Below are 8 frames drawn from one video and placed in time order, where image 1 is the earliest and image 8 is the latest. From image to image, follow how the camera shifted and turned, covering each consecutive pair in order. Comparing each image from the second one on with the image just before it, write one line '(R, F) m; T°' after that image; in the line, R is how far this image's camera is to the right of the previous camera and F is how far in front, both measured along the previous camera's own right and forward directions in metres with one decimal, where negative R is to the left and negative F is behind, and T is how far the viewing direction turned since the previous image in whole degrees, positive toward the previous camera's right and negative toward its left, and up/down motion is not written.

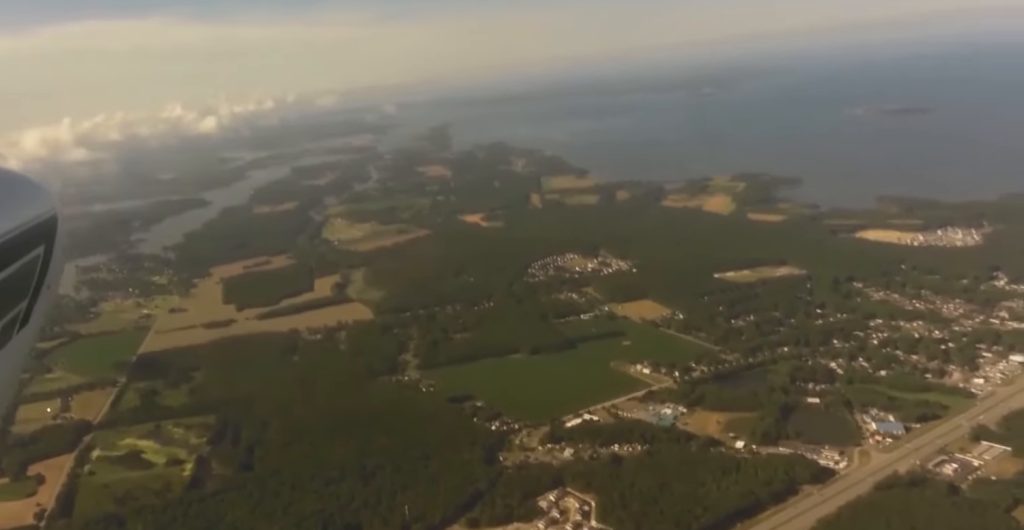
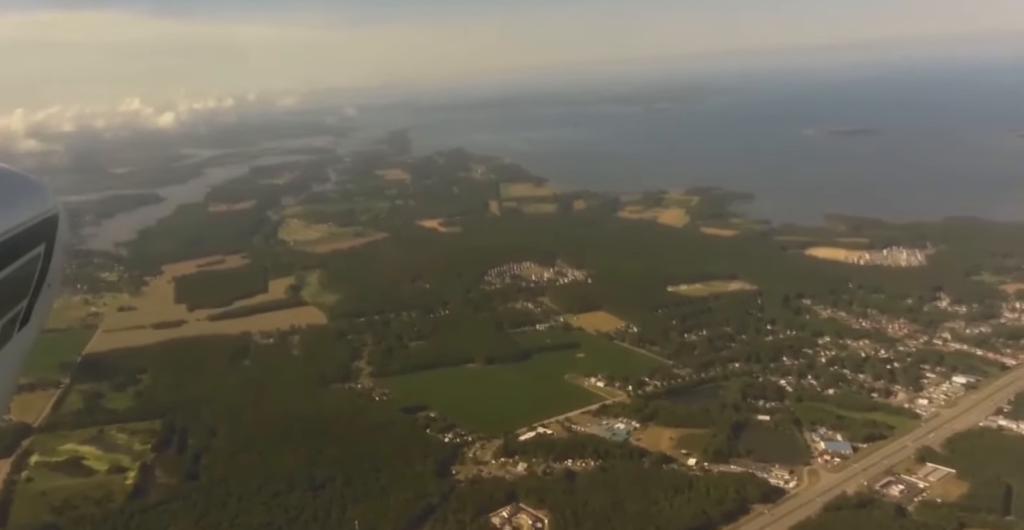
(+2.1, +43.5) m; +3°
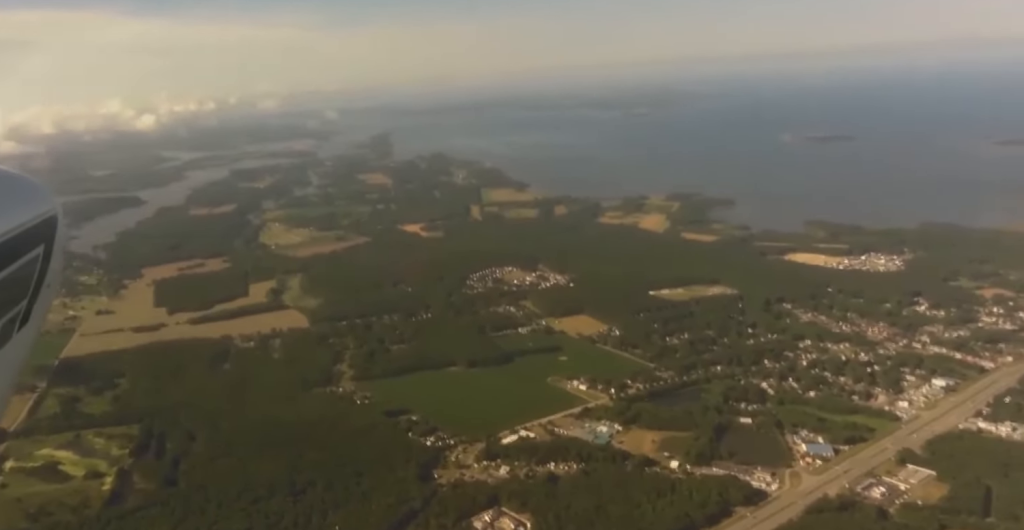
(+0.1, +20.2) m; +1°
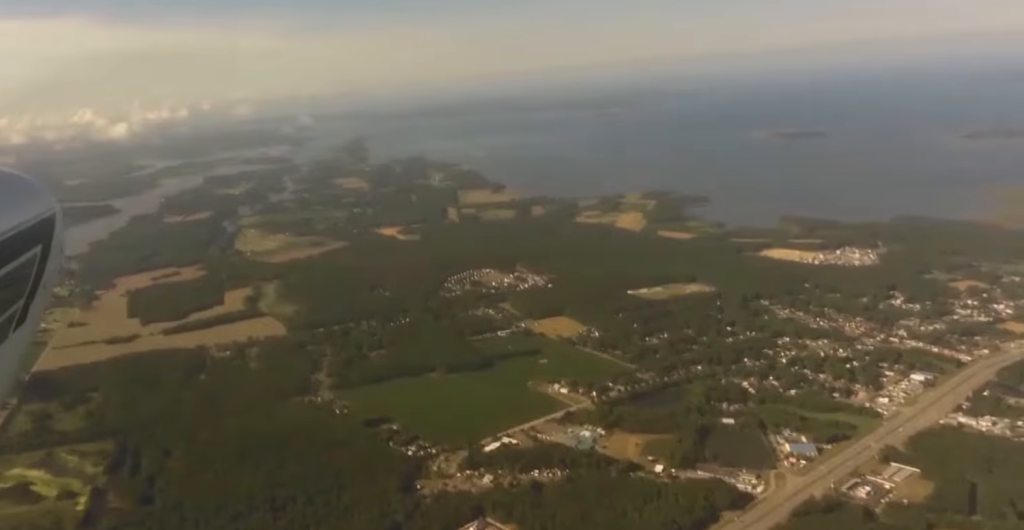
(0.0, +37.3) m; +1°
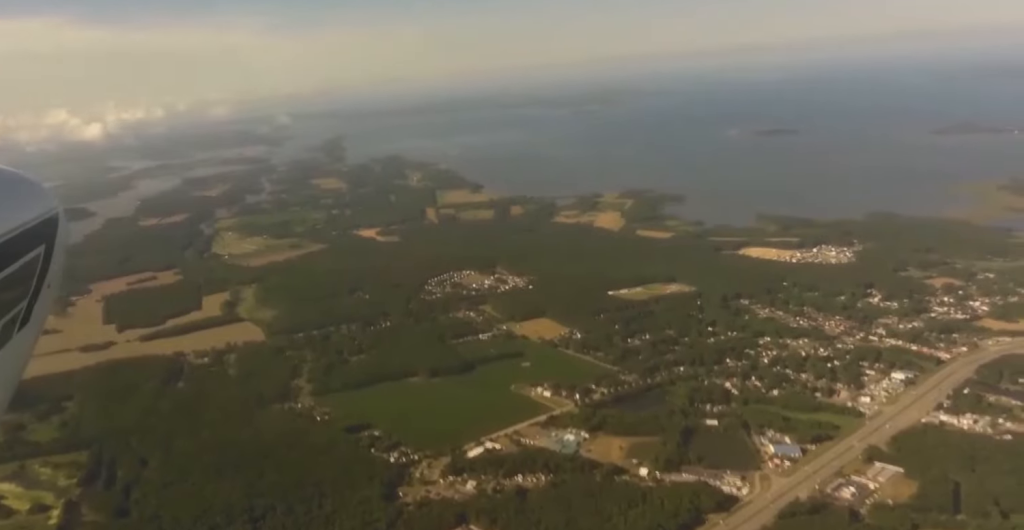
(+0.6, +34.0) m; +2°
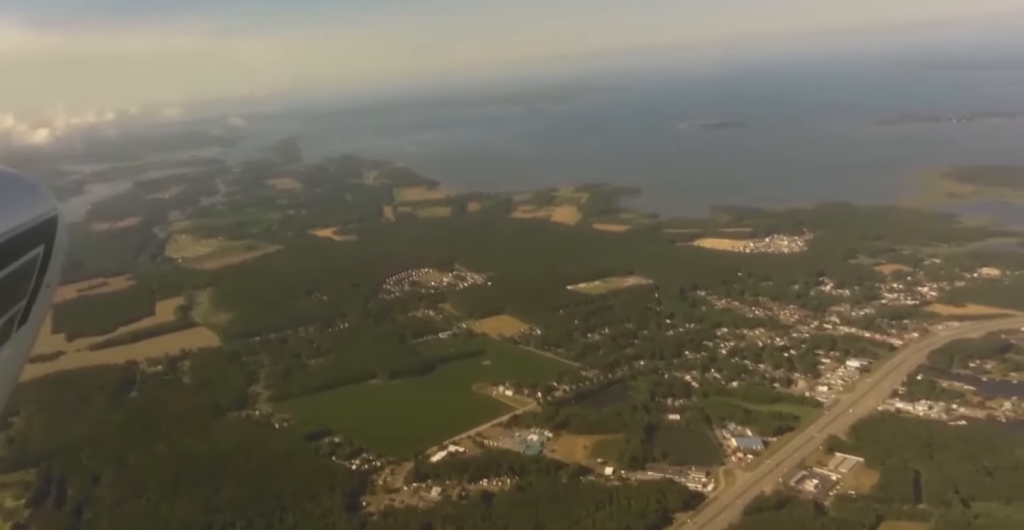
(+1.4, +52.5) m; +3°
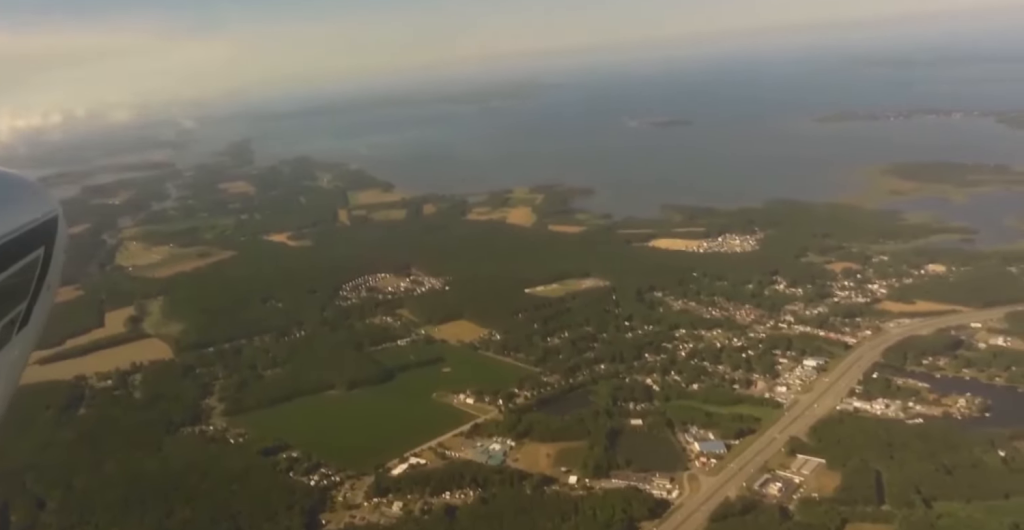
(+2.2, +54.8) m; +5°
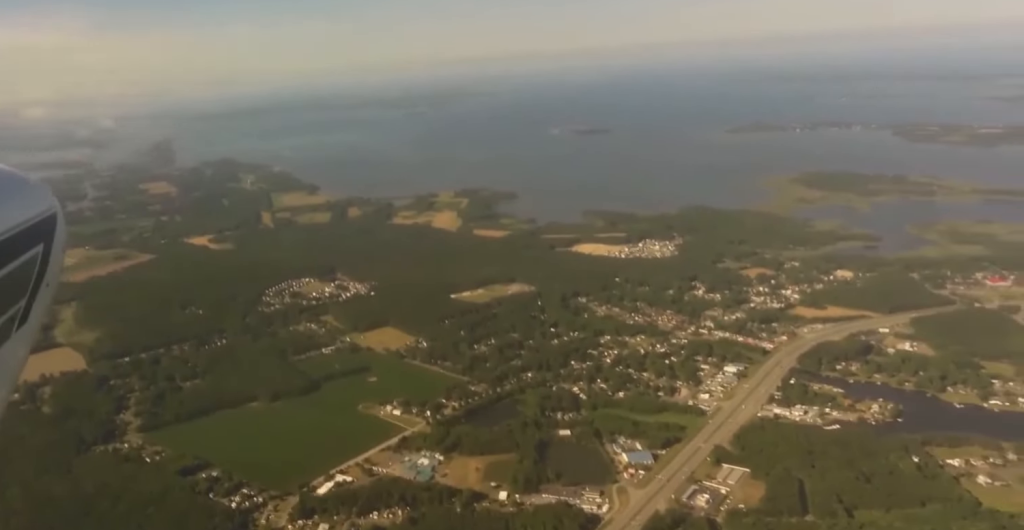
(+4.1, +71.5) m; +5°
